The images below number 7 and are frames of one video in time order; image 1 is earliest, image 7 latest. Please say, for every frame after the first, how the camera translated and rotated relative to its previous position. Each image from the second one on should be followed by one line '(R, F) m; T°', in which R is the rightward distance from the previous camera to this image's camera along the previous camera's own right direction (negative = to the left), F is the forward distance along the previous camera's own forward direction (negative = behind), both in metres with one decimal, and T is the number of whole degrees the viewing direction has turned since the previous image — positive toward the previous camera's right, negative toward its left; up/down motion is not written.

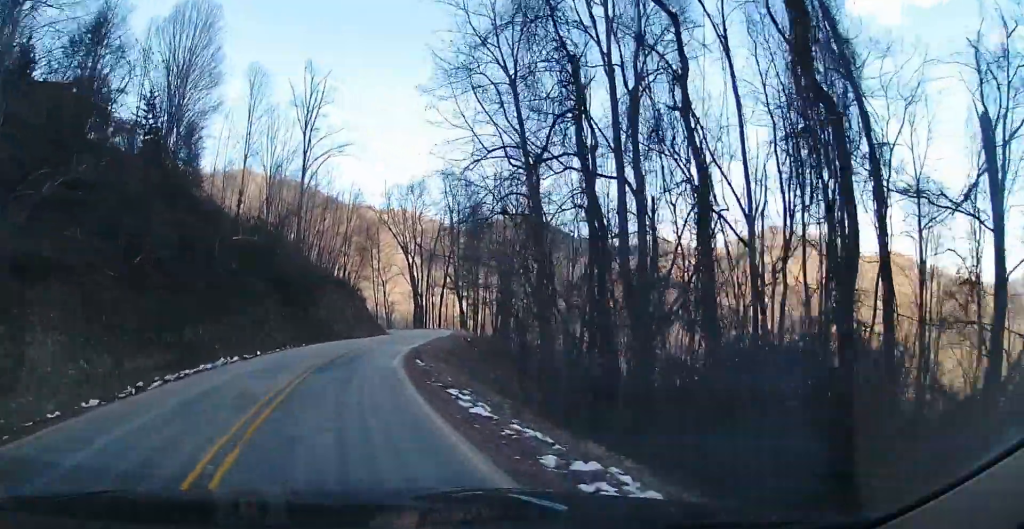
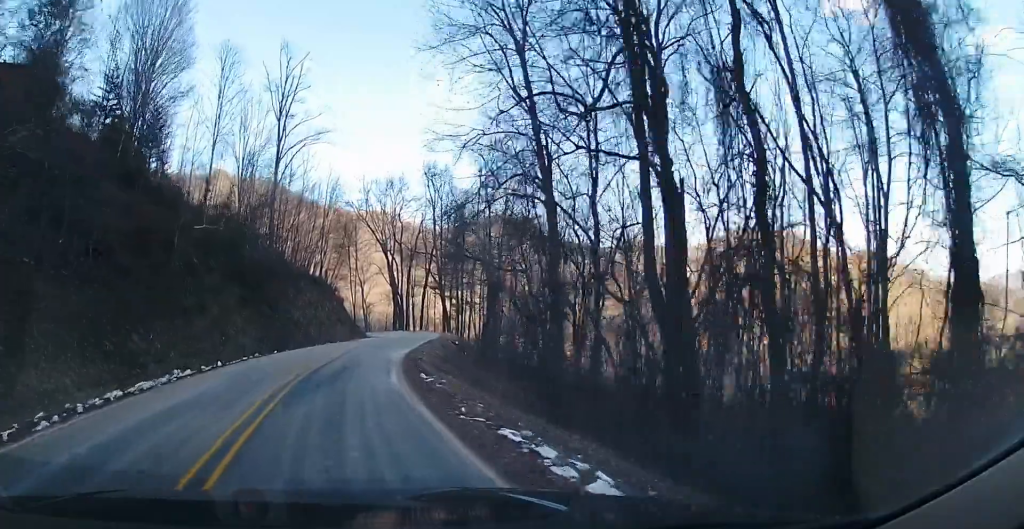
(-0.1, +4.3) m; +1°
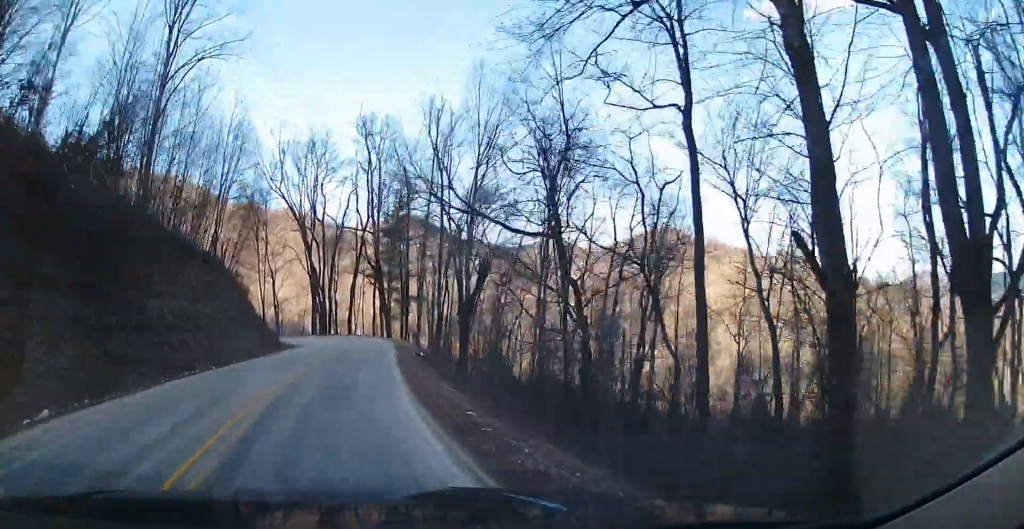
(+0.8, +17.2) m; +8°
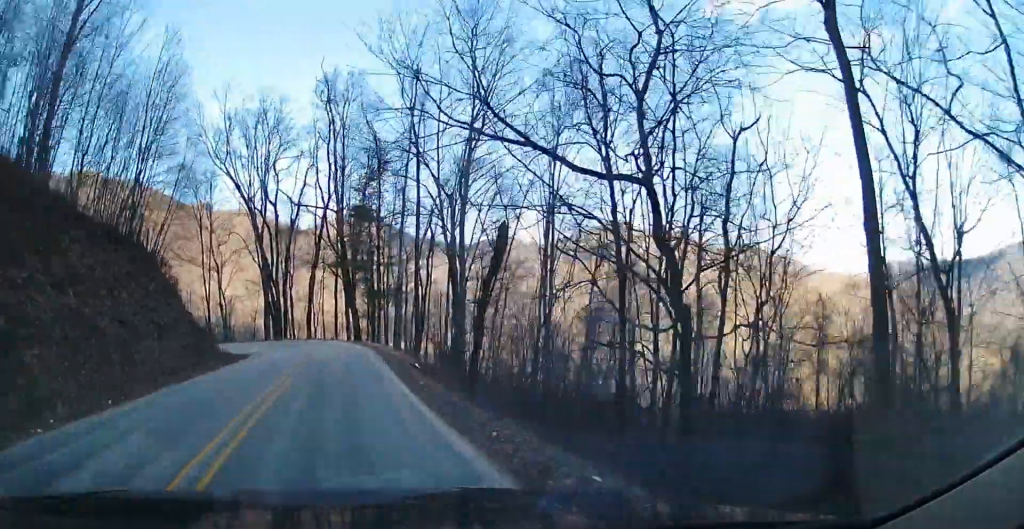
(+0.5, +9.8) m; +6°
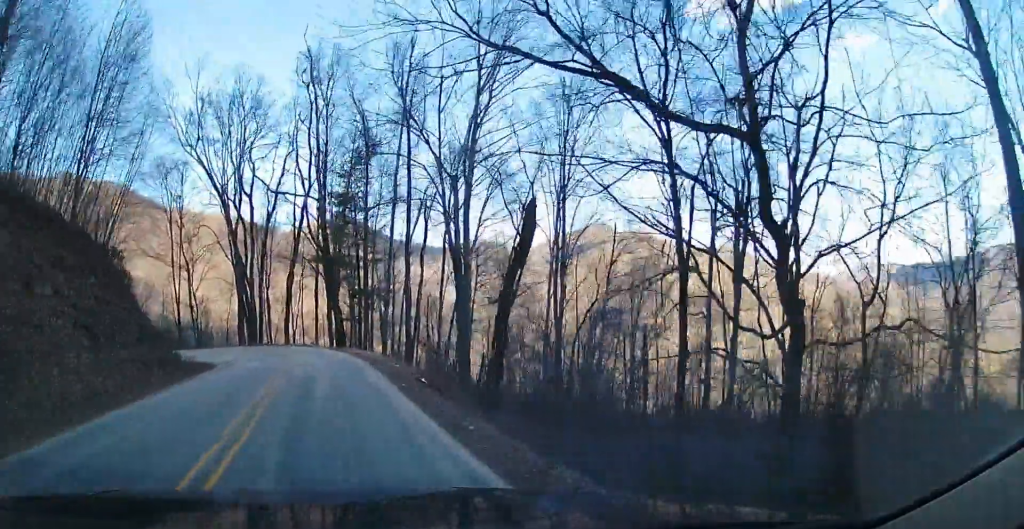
(+0.3, +5.1) m; +1°
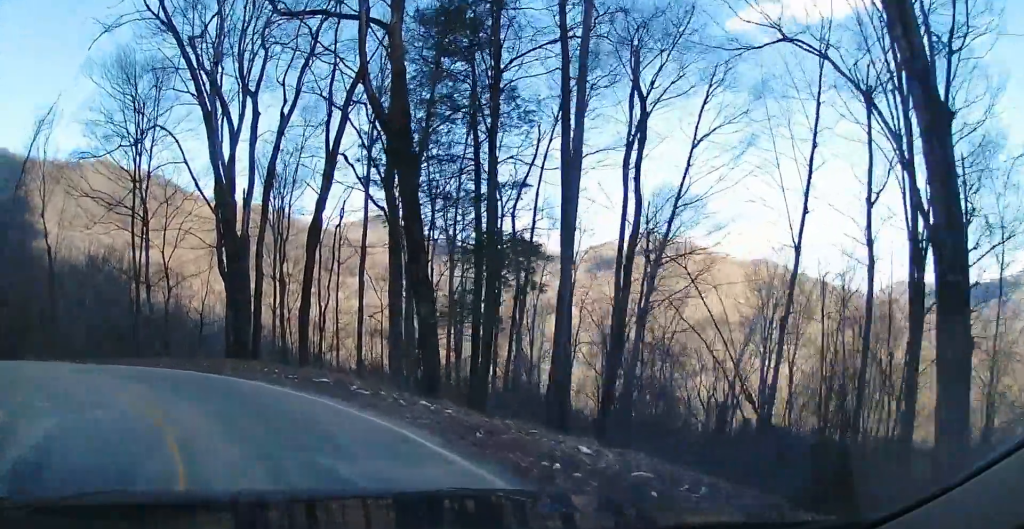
(+0.2, +25.8) m; +1°
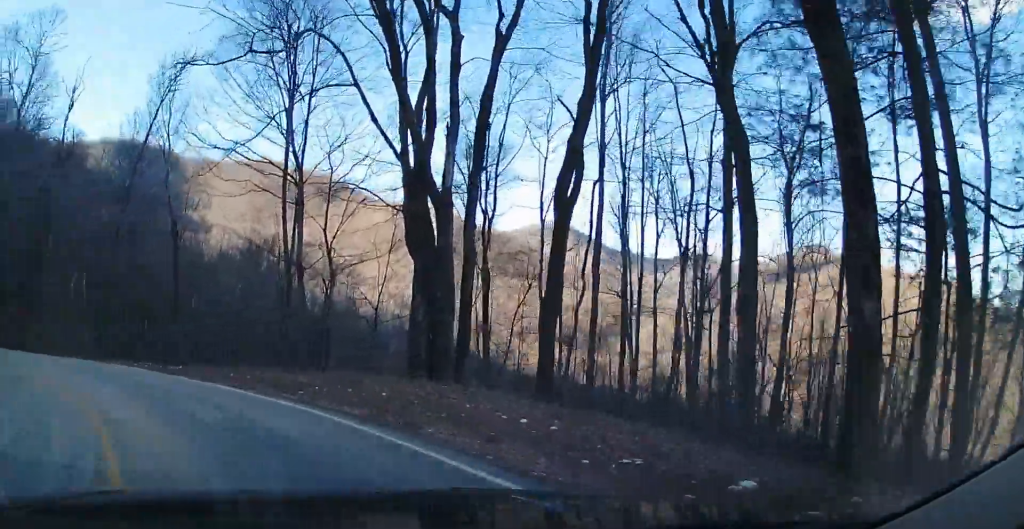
(-0.5, +11.3) m; -10°
